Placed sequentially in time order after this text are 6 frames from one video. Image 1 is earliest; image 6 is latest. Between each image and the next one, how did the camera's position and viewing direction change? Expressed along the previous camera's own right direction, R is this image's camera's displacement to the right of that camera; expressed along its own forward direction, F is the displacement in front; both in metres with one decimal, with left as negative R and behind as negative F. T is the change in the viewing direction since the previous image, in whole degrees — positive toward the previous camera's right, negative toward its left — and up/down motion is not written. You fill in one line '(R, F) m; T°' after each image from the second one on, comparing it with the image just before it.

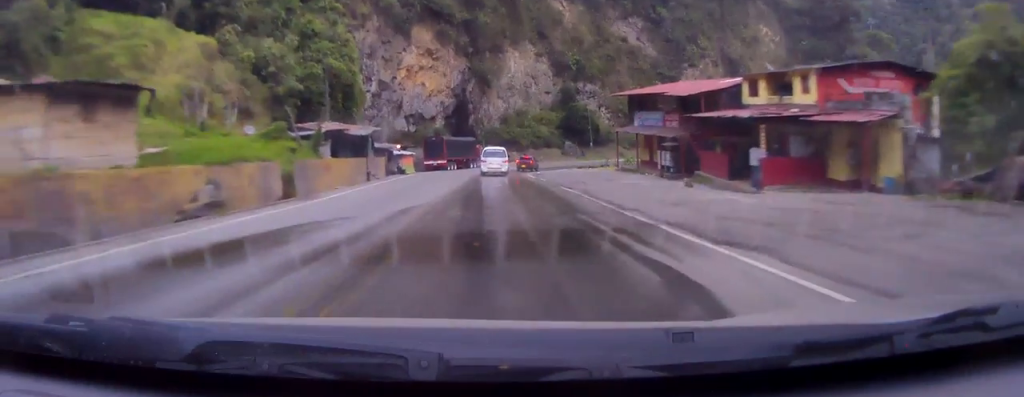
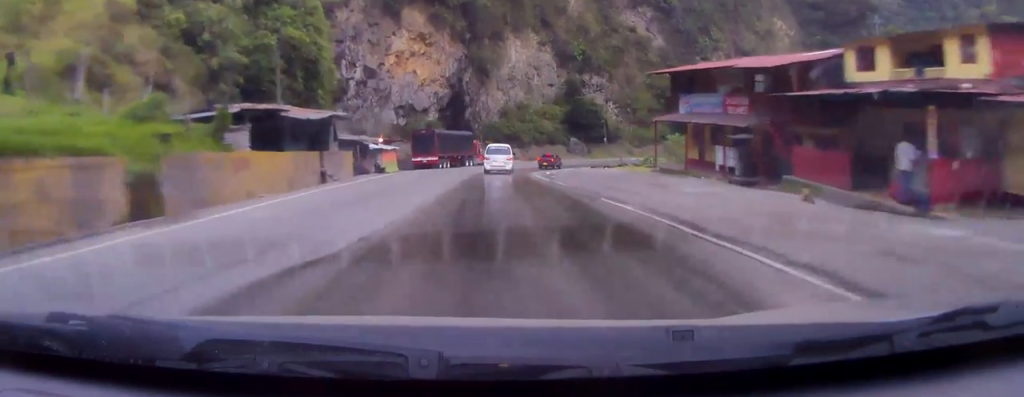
(0.0, +9.9) m; 0°
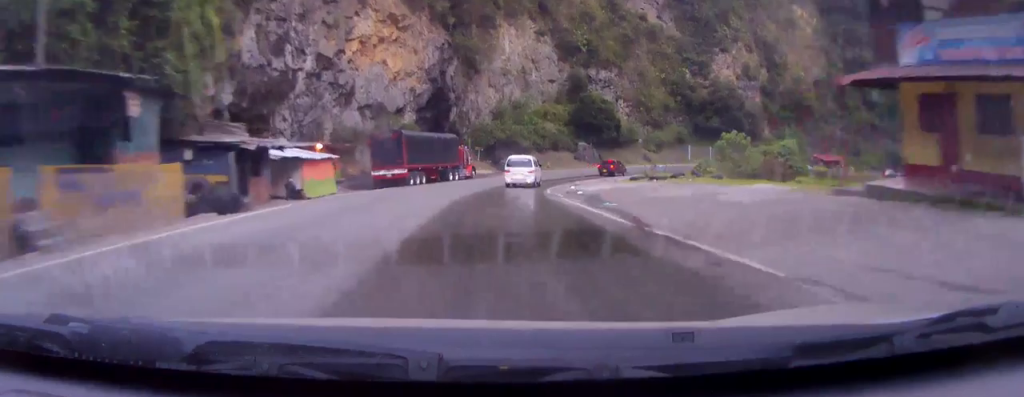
(-0.1, +17.4) m; -1°
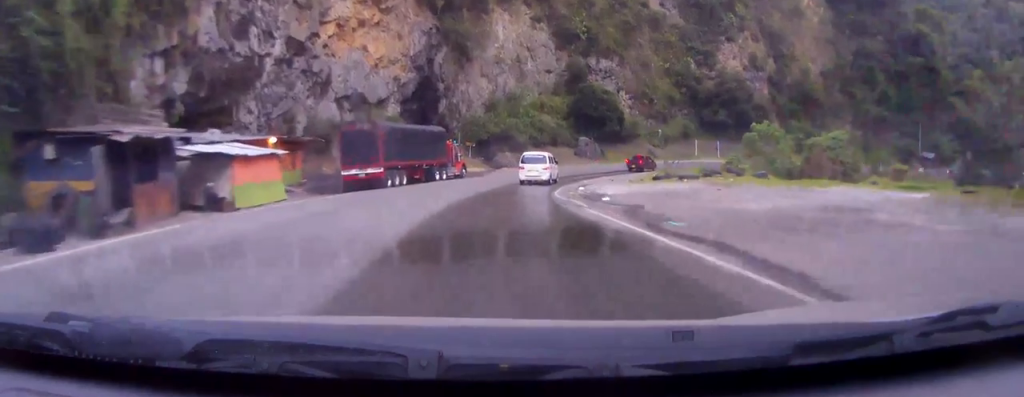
(0.0, +6.6) m; +1°
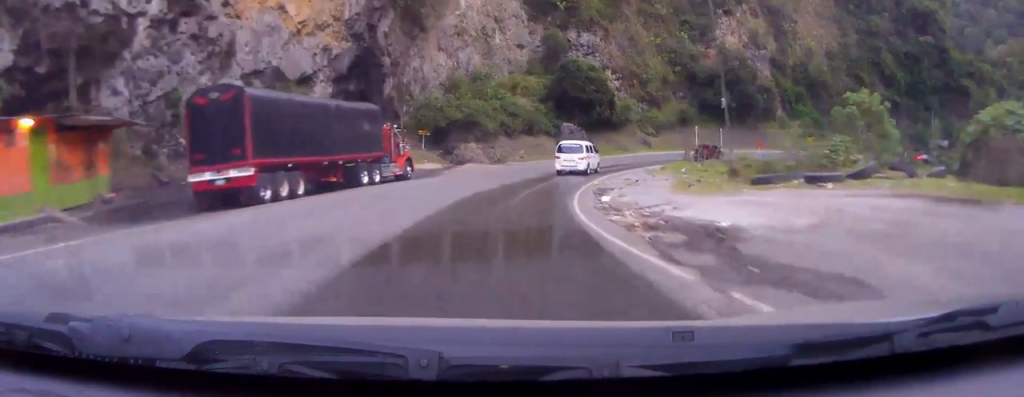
(+0.4, +15.2) m; +3°
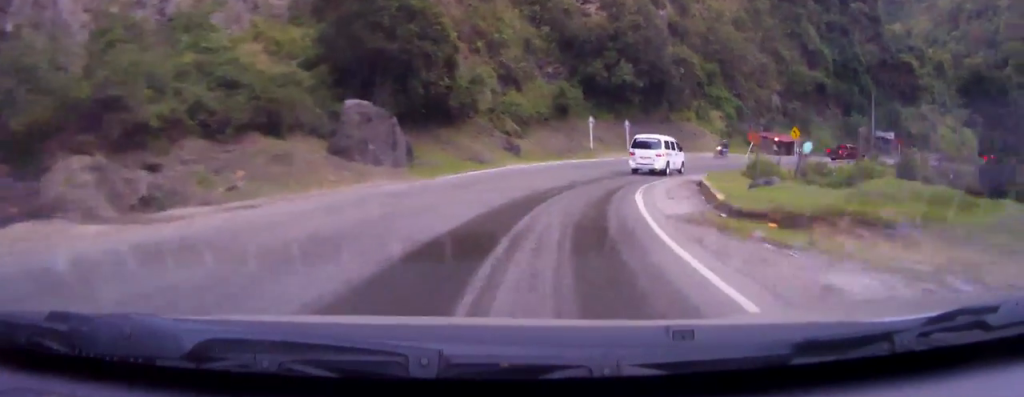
(+4.1, +38.0) m; +18°
